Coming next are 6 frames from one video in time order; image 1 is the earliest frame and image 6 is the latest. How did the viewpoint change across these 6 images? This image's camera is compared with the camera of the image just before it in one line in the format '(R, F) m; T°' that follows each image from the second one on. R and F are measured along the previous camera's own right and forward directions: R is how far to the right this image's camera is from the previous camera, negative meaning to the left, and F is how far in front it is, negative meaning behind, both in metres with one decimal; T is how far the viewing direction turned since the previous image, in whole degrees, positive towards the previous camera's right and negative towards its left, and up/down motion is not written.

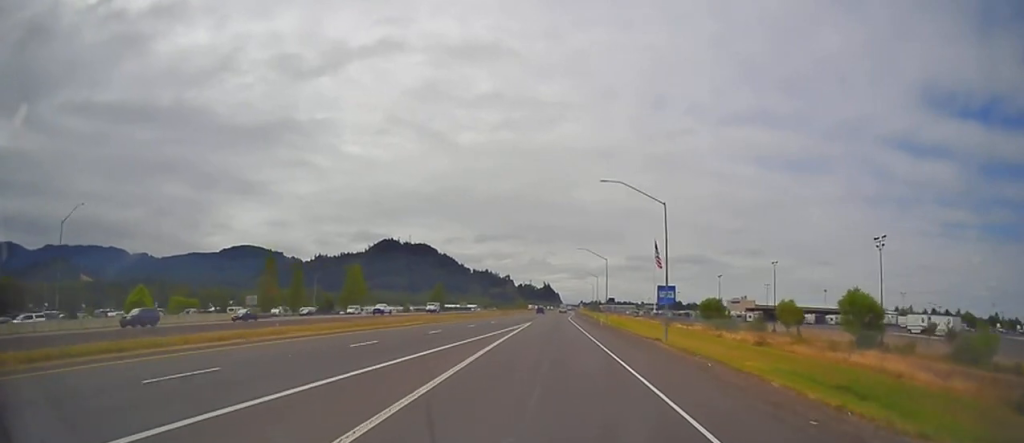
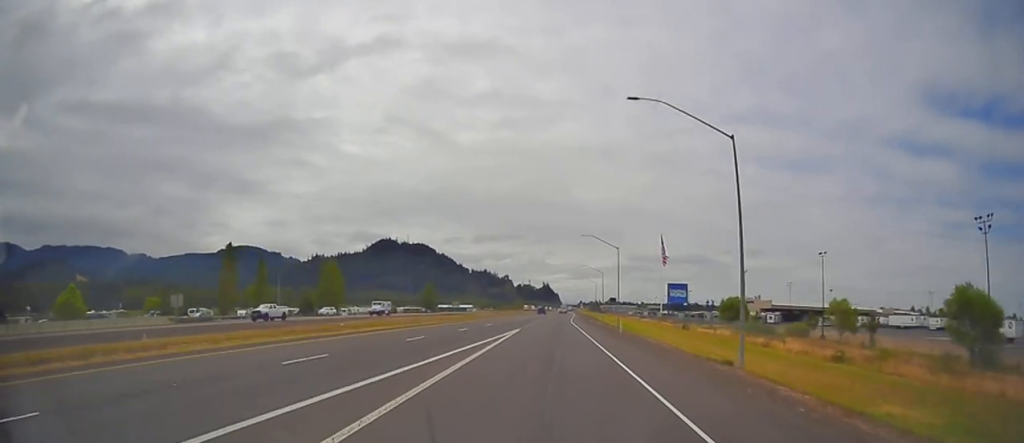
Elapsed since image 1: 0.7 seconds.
(-0.4, +19.1) m; 0°
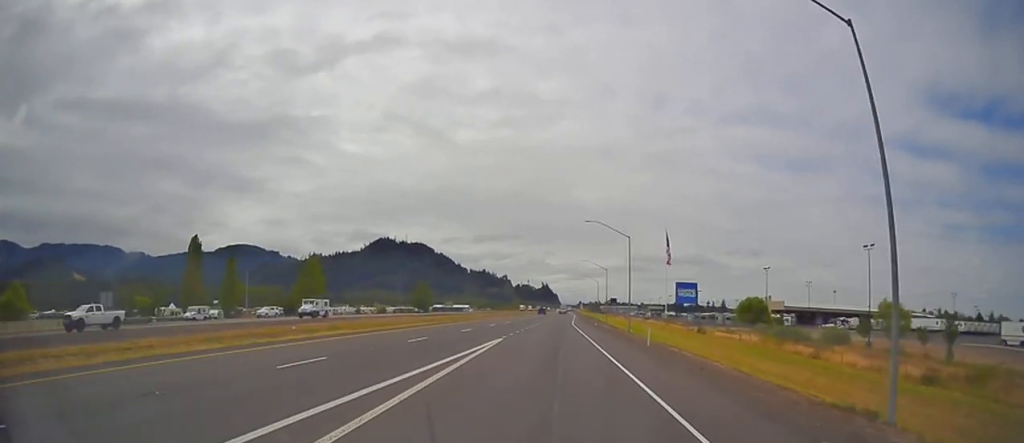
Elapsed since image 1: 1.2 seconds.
(+0.2, +14.8) m; 0°
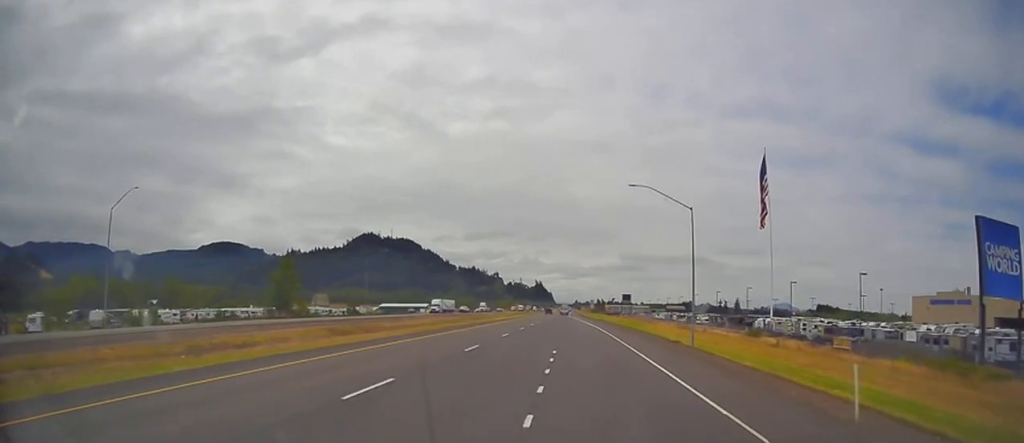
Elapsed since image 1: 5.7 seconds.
(-0.4, +125.9) m; -1°
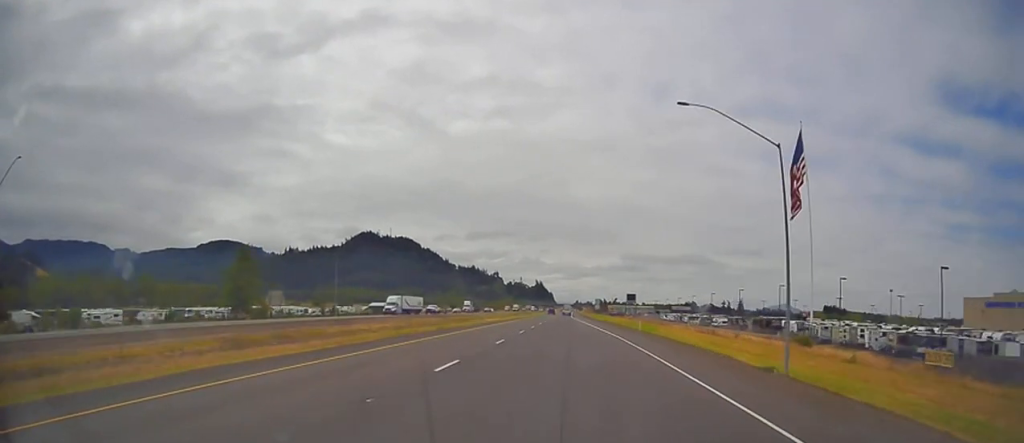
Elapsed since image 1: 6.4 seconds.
(0.0, +20.5) m; 0°
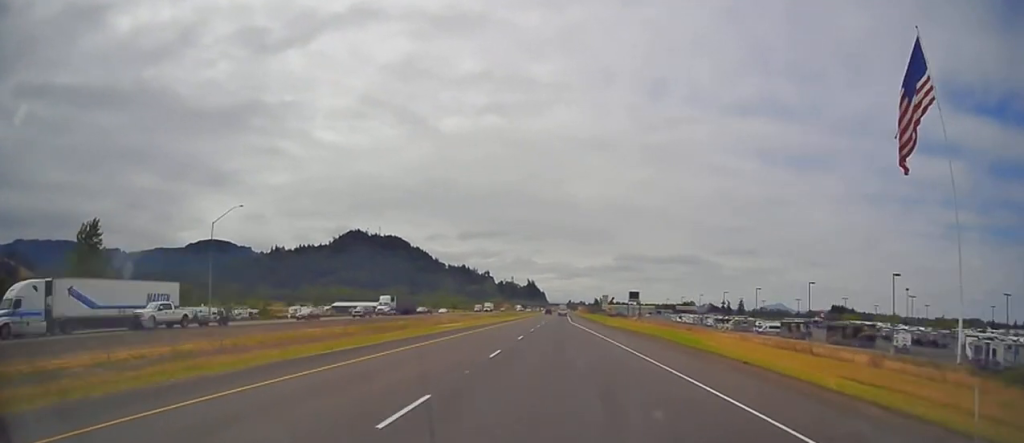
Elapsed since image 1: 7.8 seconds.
(+0.3, +43.5) m; 0°
